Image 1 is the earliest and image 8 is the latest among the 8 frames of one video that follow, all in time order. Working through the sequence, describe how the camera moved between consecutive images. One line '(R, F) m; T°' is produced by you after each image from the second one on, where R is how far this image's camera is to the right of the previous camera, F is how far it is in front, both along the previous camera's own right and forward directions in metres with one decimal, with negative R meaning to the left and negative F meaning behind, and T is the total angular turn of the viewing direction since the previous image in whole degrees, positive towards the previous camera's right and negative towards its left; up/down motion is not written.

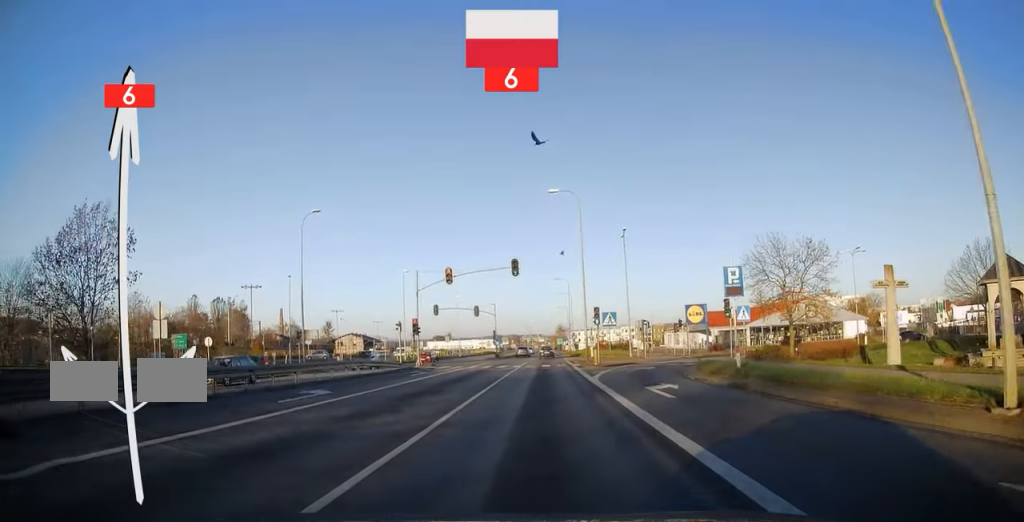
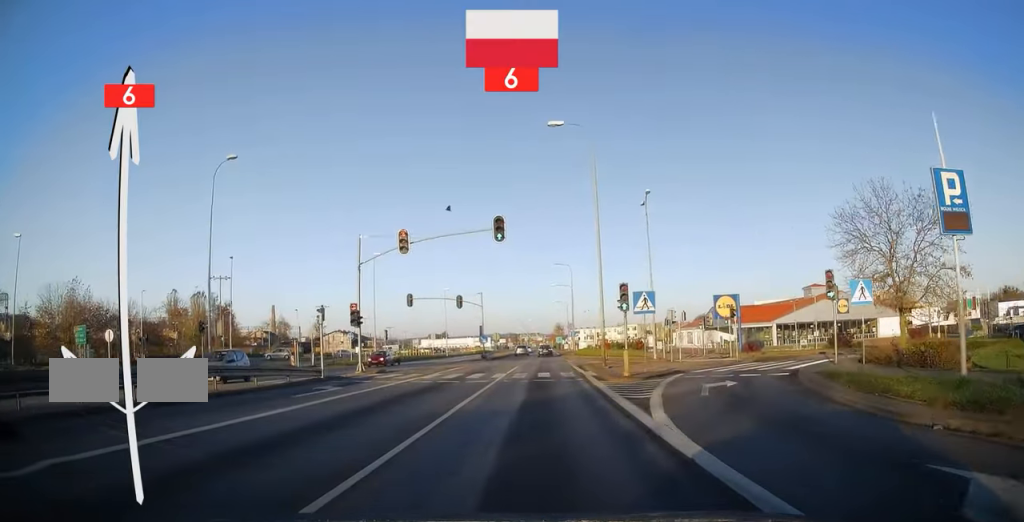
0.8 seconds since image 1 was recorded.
(-0.3, +13.9) m; -1°
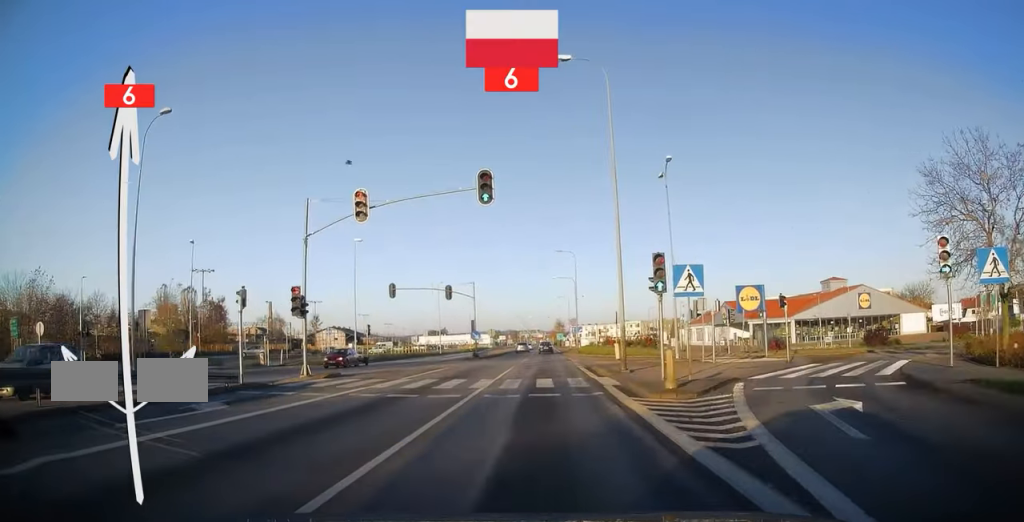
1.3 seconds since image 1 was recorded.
(0.0, +7.4) m; +1°
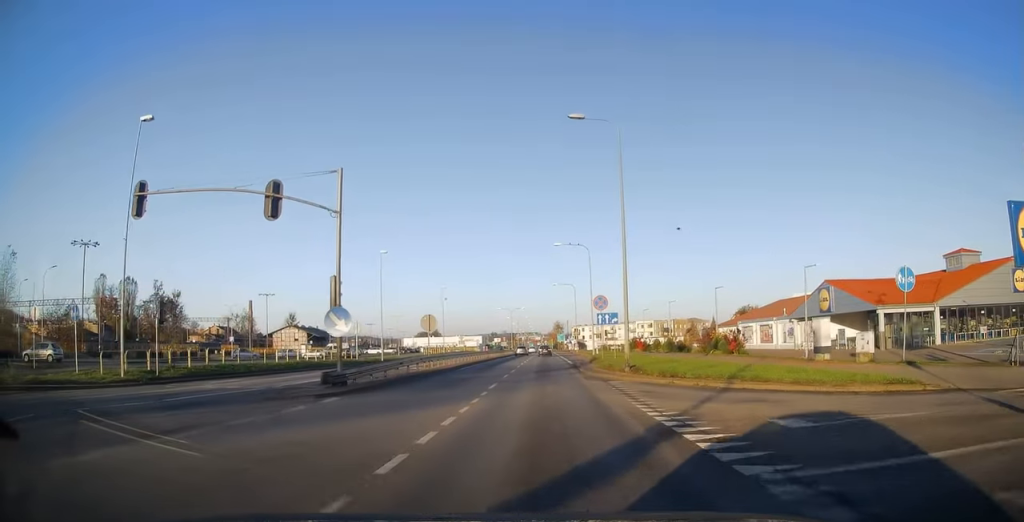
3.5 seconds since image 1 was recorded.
(+0.3, +36.7) m; +1°
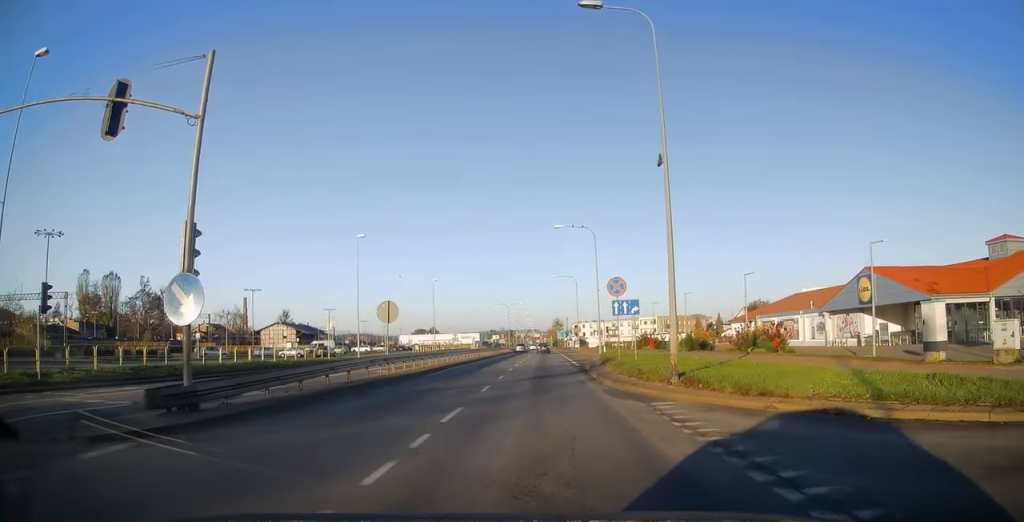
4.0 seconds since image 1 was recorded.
(0.0, +8.6) m; 0°
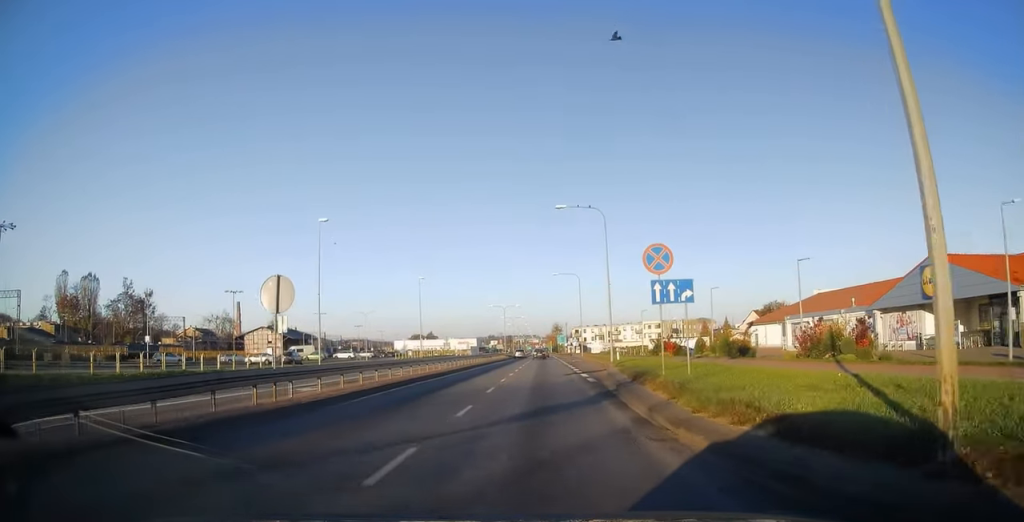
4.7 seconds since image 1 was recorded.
(+0.3, +10.5) m; 0°
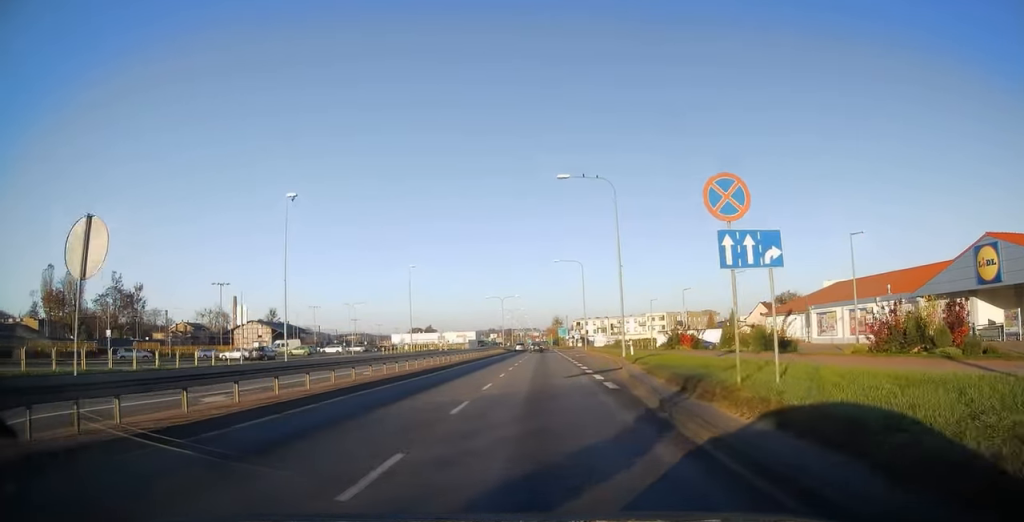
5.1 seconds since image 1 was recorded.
(-0.1, +6.9) m; 0°
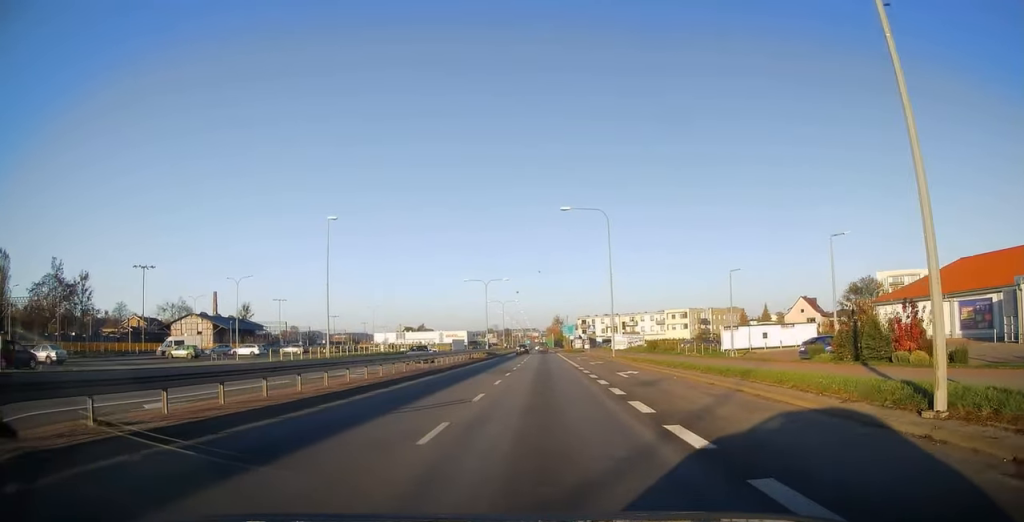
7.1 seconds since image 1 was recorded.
(0.0, +32.8) m; 0°
